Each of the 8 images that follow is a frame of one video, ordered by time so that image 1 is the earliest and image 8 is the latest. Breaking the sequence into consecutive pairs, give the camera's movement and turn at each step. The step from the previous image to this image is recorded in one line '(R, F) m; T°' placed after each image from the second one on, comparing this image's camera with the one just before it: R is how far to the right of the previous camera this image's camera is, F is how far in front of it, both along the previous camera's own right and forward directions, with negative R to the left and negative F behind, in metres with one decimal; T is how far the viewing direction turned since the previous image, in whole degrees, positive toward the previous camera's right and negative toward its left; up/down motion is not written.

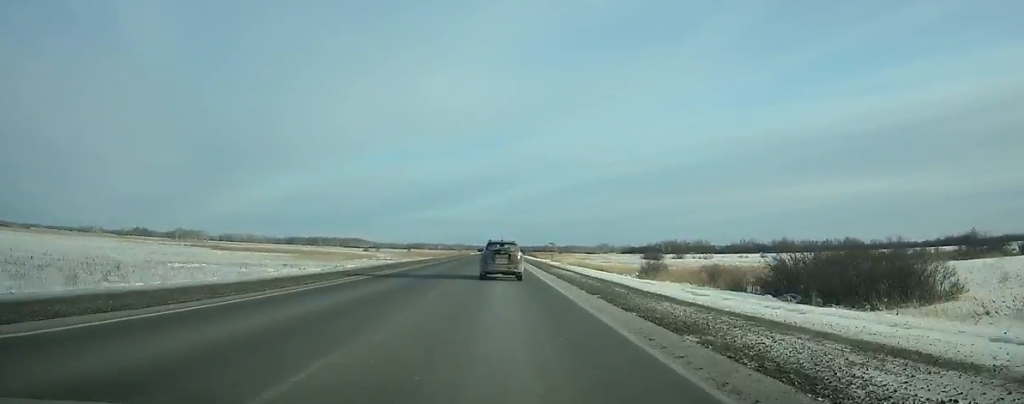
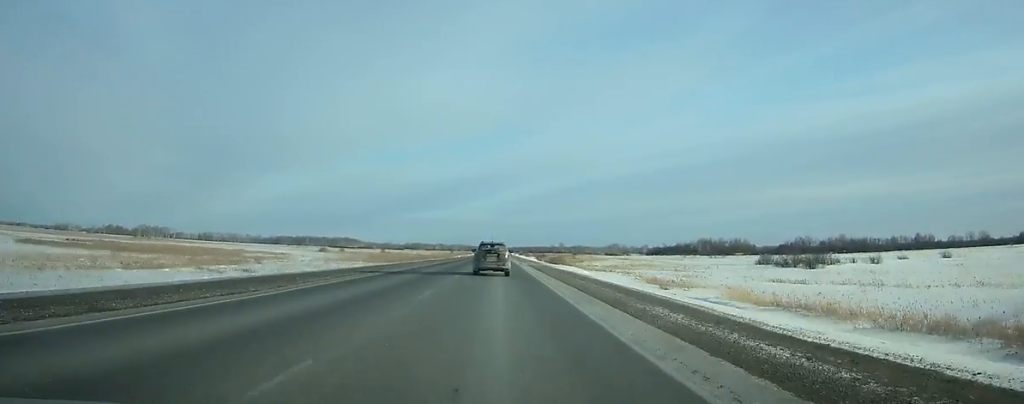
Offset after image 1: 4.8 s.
(+0.4, +108.8) m; 0°
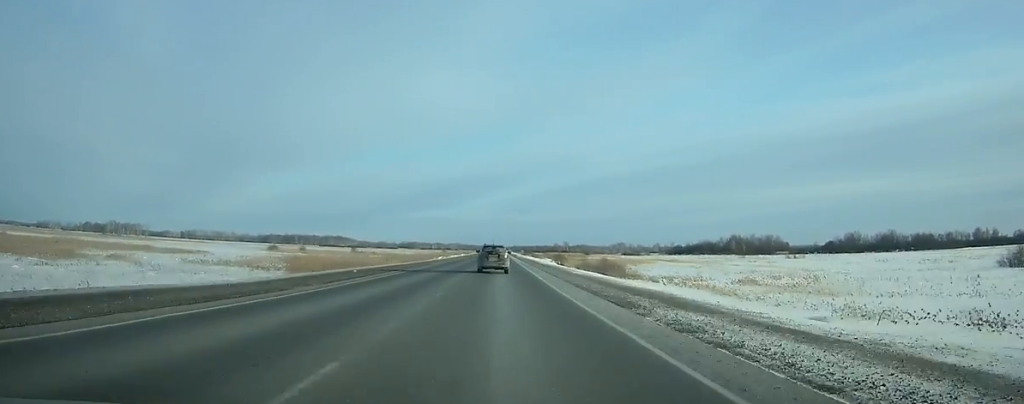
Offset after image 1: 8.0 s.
(-0.2, +73.3) m; 0°
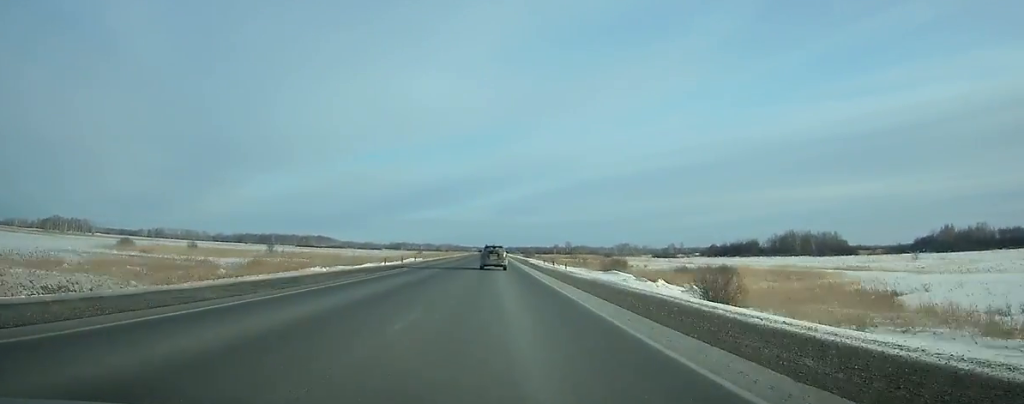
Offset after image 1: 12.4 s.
(+0.3, +102.2) m; 0°
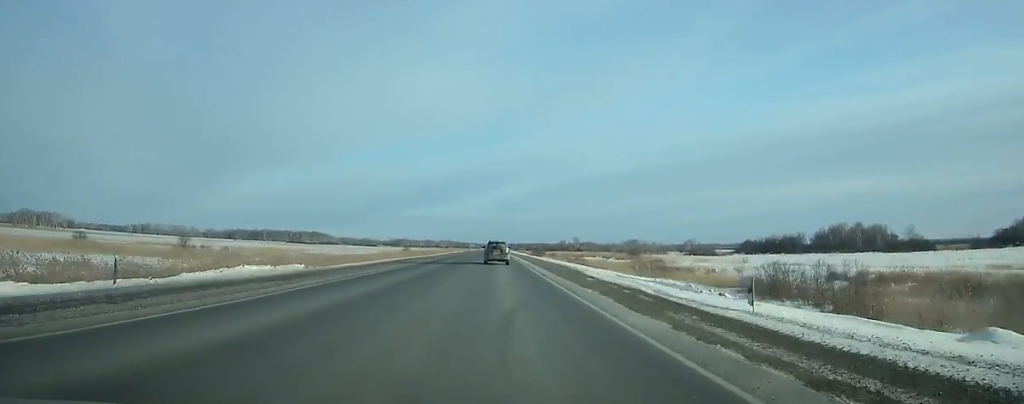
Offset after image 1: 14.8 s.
(+0.1, +56.6) m; 0°
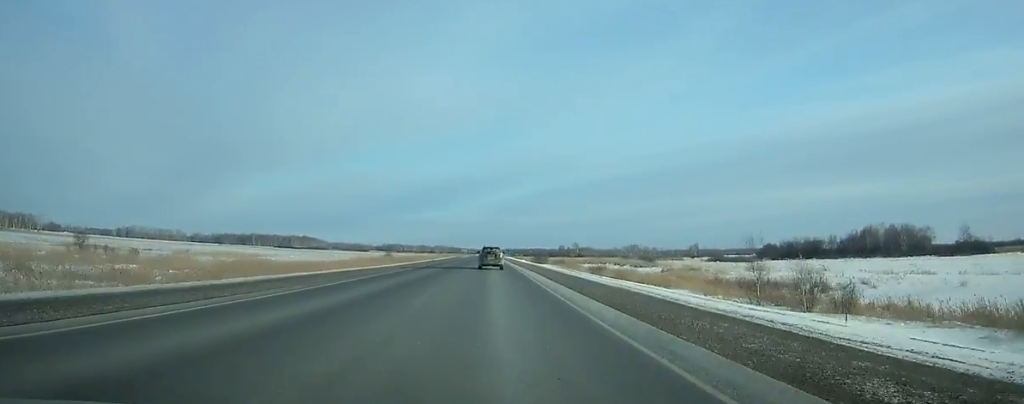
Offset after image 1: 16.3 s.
(+0.1, +35.5) m; 0°
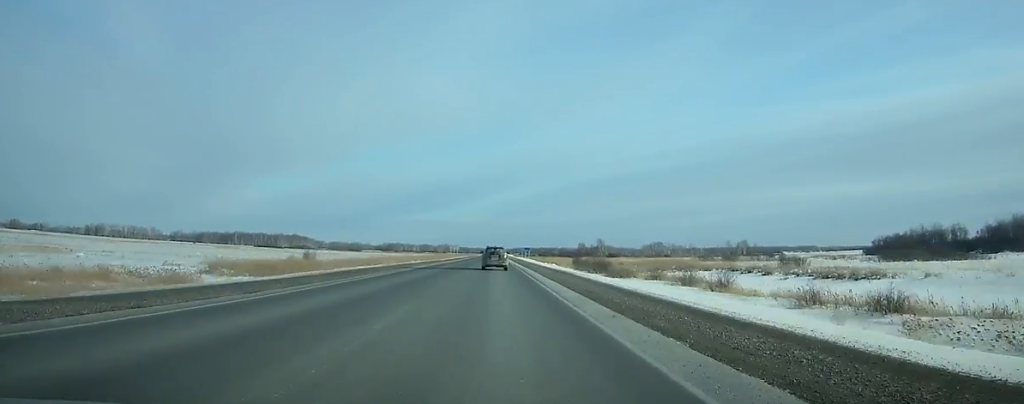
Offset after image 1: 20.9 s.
(-0.4, +110.7) m; 0°
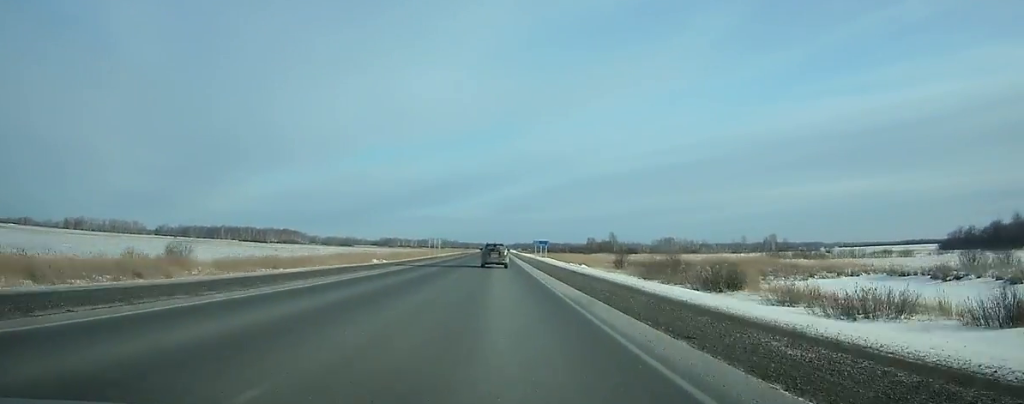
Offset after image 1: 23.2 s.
(0.0, +55.8) m; 0°
